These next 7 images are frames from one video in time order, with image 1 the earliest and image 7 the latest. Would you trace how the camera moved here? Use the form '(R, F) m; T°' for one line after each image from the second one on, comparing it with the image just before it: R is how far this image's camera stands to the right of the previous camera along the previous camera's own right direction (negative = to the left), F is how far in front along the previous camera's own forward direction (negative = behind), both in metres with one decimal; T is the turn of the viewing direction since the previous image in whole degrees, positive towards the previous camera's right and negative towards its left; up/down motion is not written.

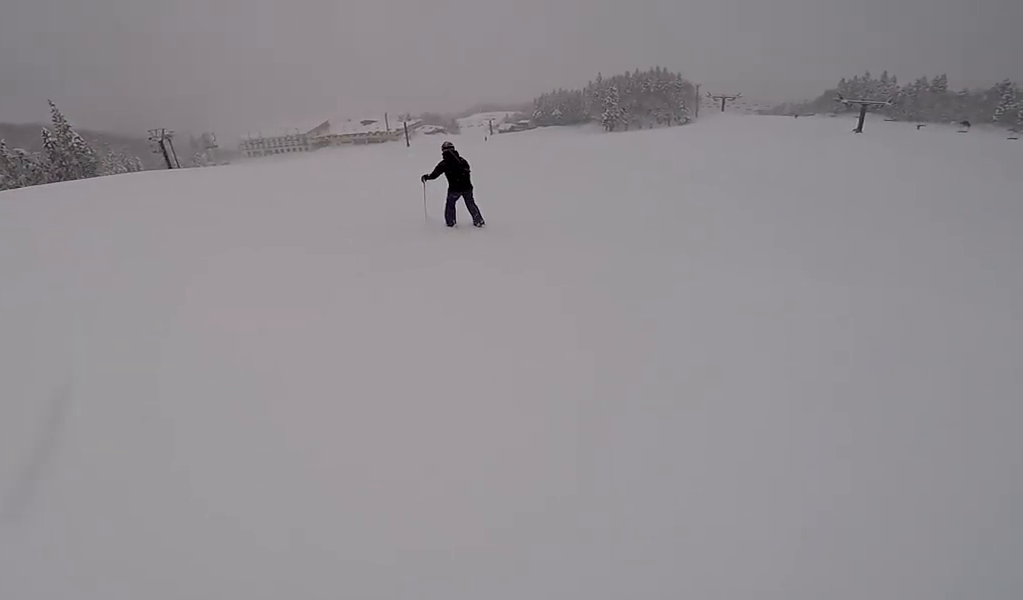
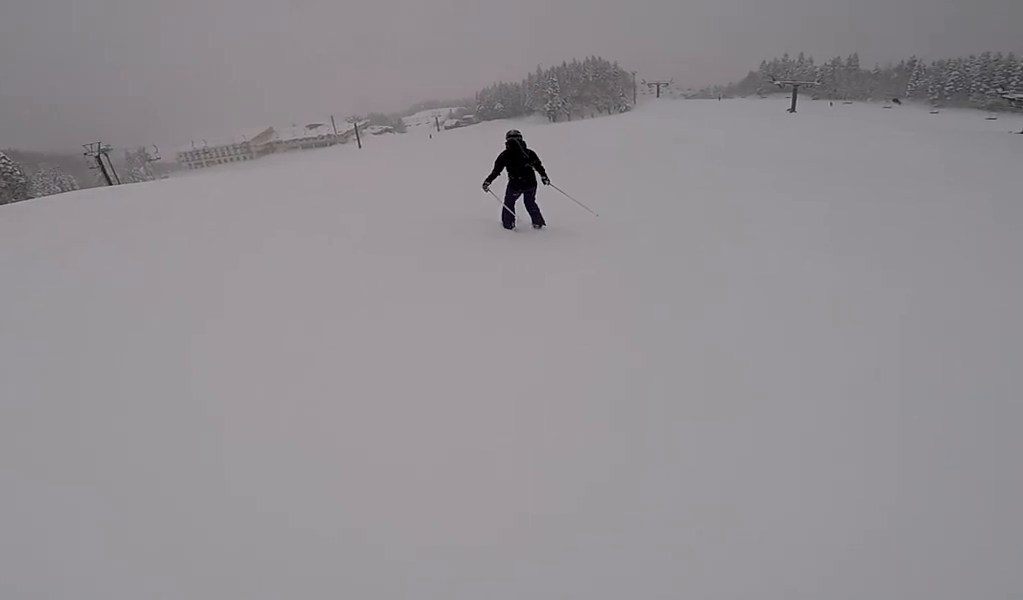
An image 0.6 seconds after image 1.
(+1.2, +3.2) m; +10°
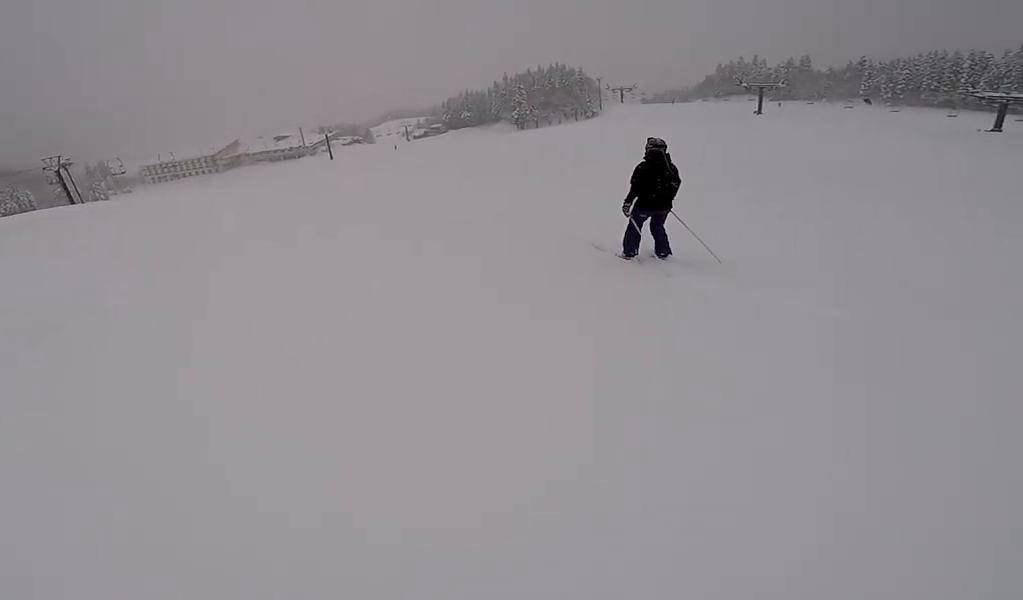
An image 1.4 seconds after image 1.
(+0.6, +4.0) m; +11°
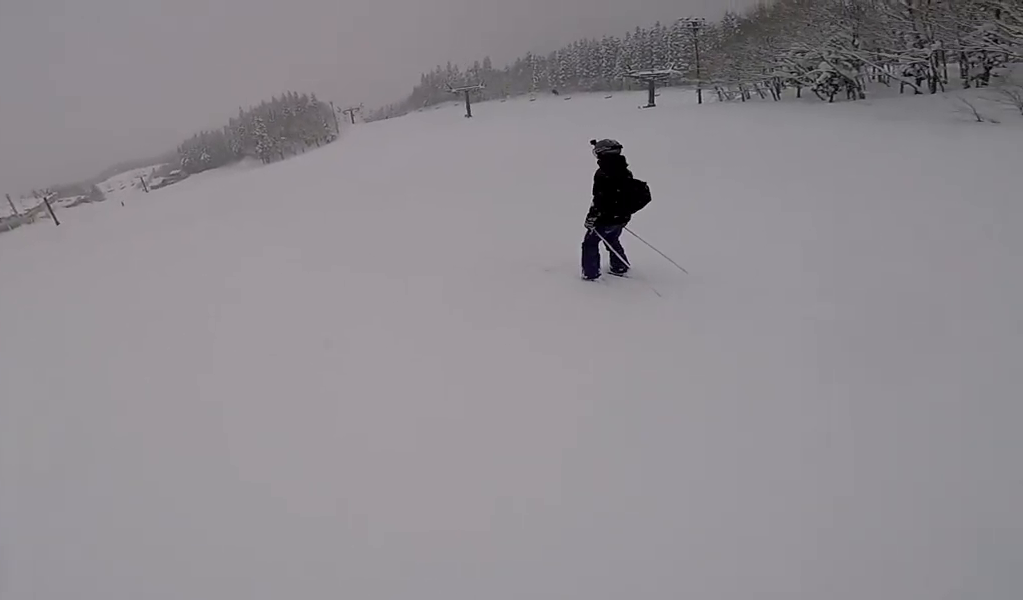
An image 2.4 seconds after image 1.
(+0.1, +5.3) m; +17°
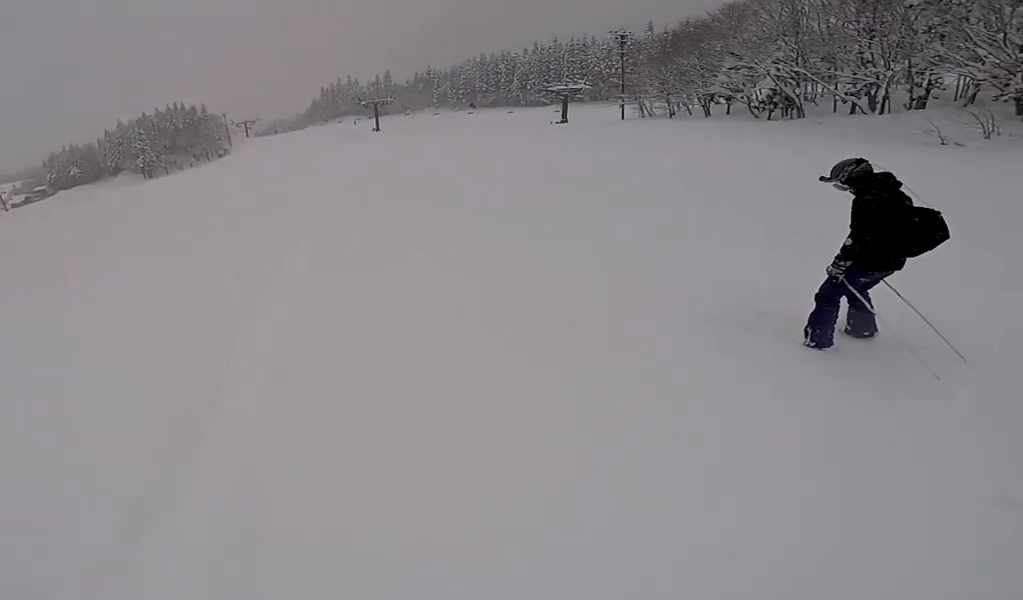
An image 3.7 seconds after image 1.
(+2.0, +7.4) m; +18°
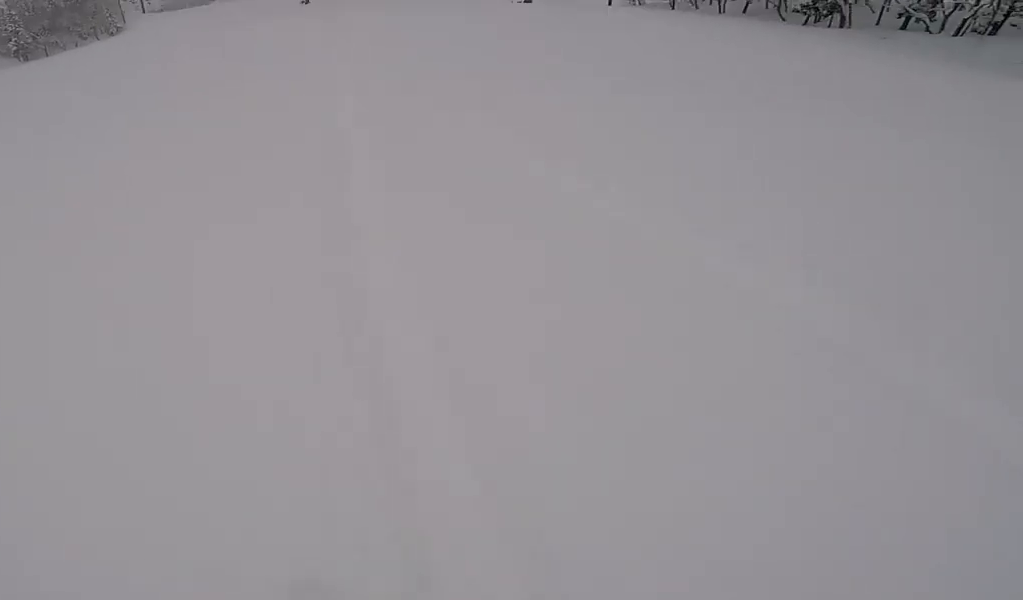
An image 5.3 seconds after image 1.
(+1.0, +9.4) m; +17°
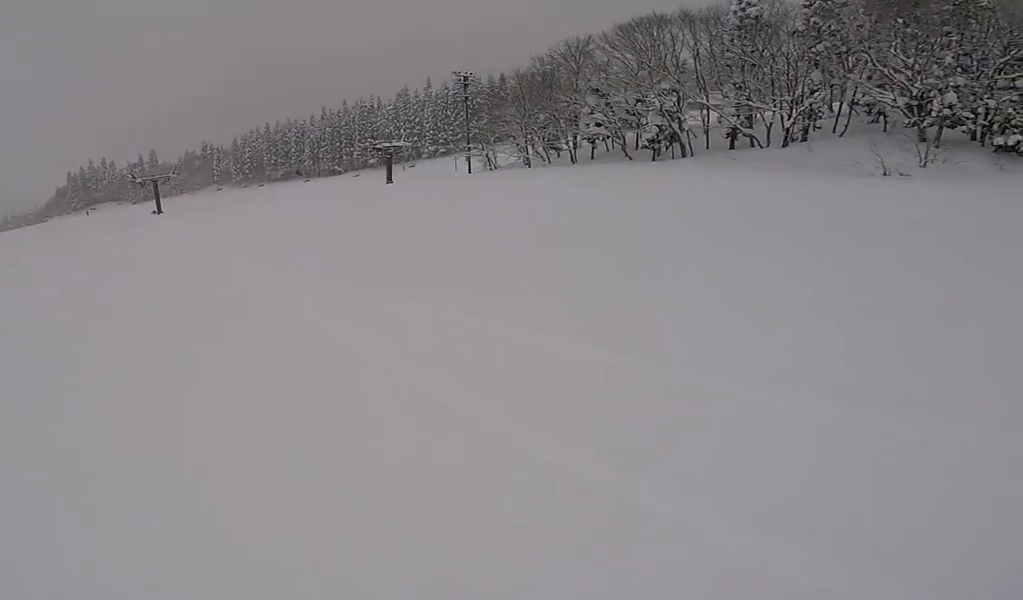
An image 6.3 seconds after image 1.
(+0.8, +6.2) m; +9°
